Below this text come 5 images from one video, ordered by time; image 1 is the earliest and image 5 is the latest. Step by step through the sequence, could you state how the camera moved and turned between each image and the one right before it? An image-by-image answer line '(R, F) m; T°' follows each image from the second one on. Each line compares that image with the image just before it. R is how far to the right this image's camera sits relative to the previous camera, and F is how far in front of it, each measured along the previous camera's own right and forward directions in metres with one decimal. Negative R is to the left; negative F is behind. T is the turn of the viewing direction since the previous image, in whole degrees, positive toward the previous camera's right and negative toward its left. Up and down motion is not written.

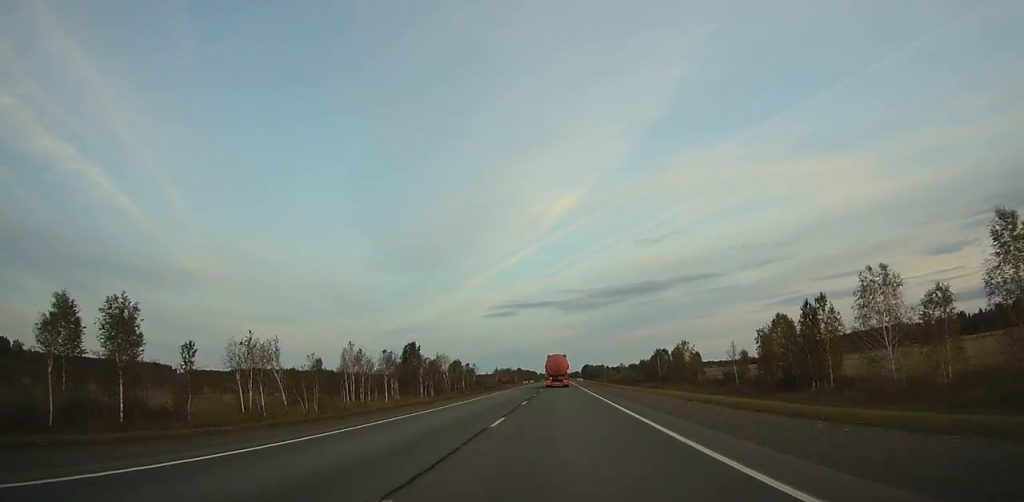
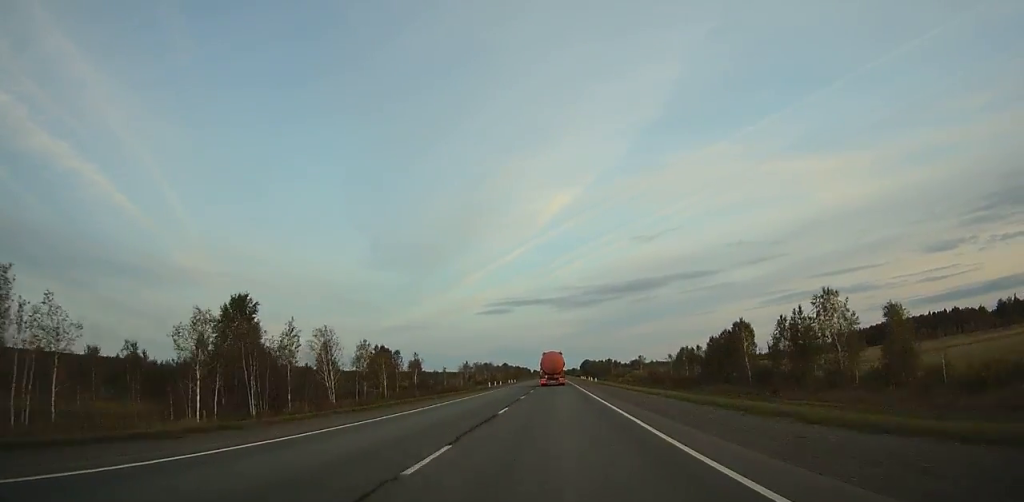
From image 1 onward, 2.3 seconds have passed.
(+0.1, +67.2) m; 0°
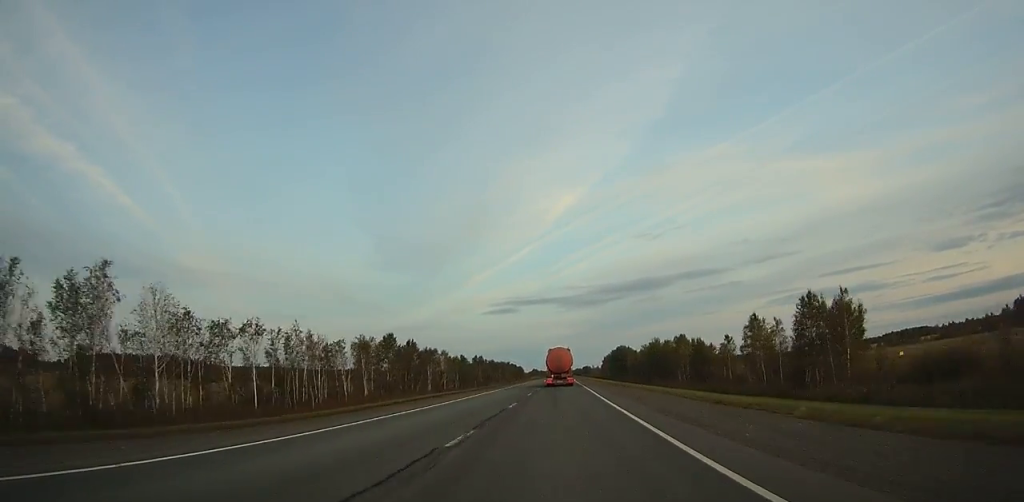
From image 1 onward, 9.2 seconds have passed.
(-0.5, +201.2) m; 0°
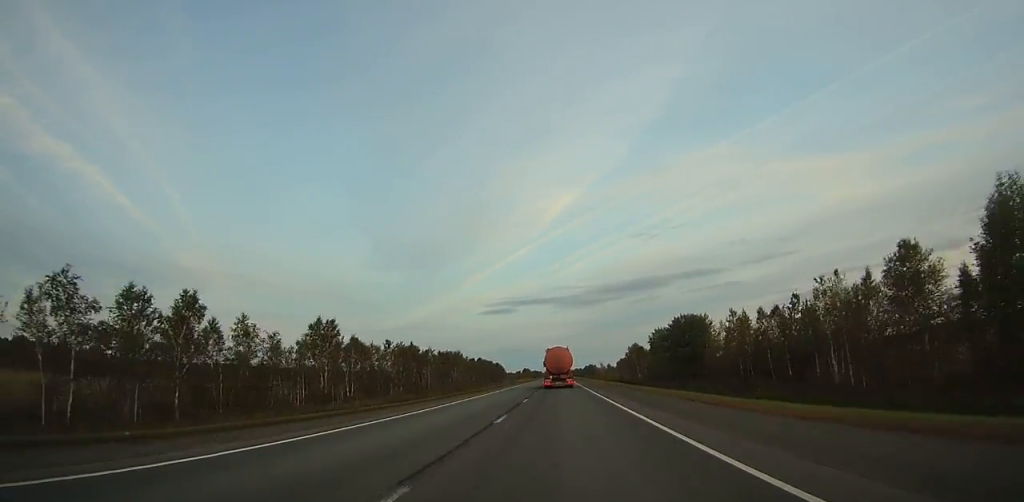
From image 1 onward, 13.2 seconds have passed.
(+0.2, +114.8) m; 0°
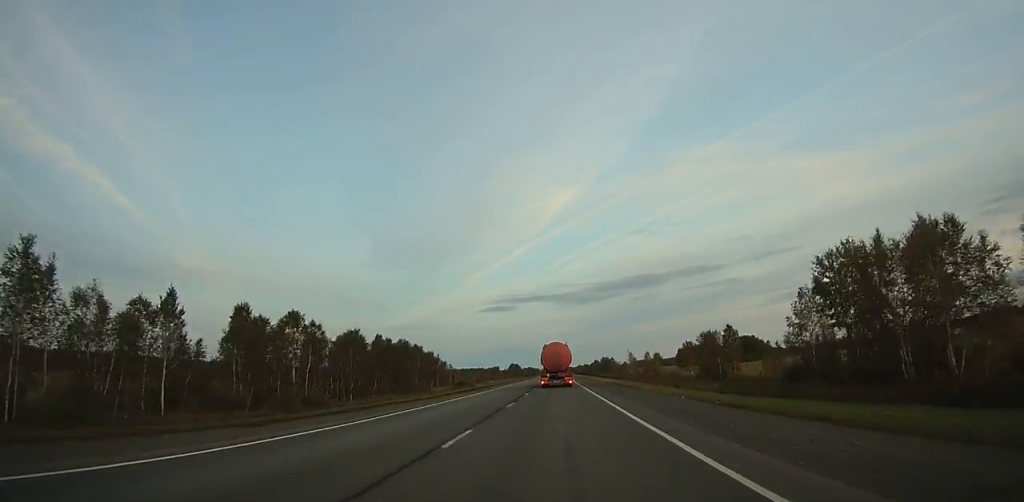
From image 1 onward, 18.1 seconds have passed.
(+0.3, +137.3) m; 0°
